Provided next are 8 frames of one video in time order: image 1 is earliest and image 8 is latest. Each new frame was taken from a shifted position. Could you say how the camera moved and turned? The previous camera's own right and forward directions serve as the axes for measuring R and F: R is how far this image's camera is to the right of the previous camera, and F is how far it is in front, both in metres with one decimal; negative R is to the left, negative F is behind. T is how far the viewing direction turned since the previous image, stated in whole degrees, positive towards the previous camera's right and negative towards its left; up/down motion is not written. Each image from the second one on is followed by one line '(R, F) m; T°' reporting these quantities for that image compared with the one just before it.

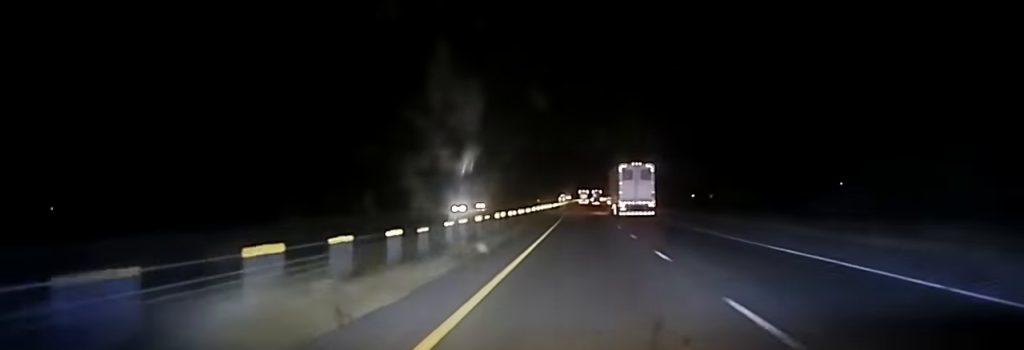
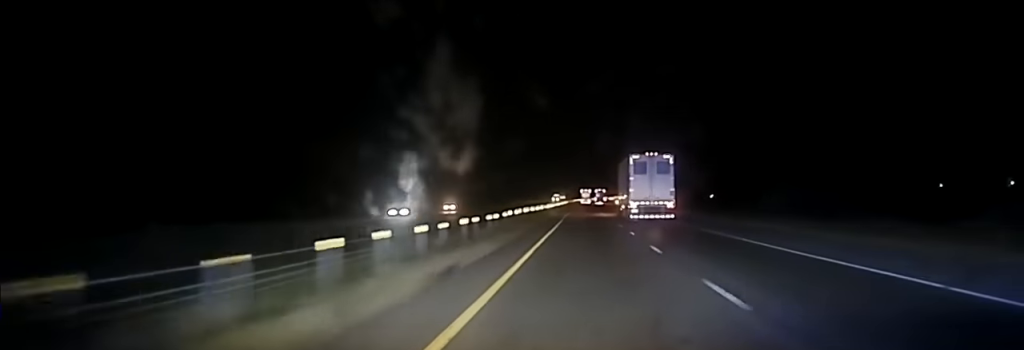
(0.0, +30.2) m; 0°
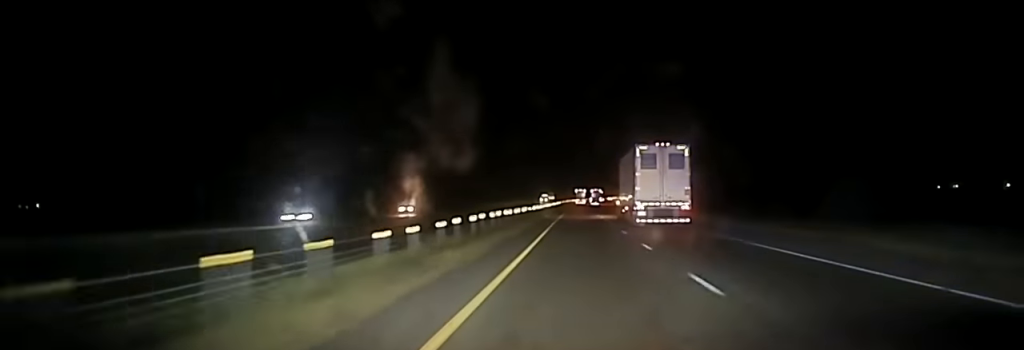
(0.0, +20.7) m; 0°
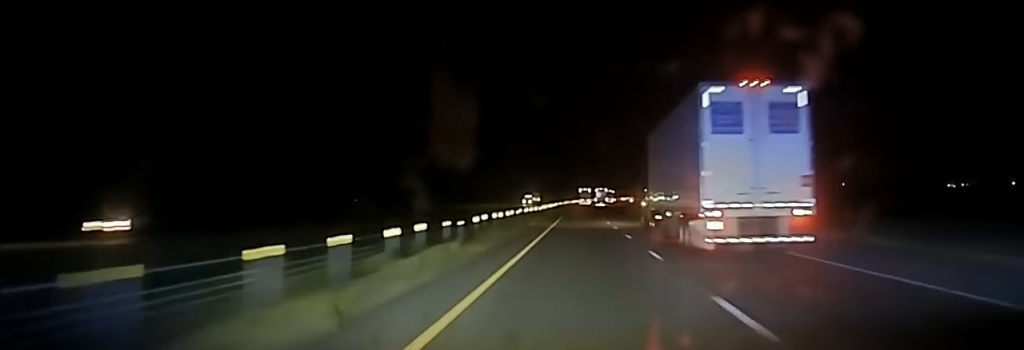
(+0.1, +51.3) m; 0°
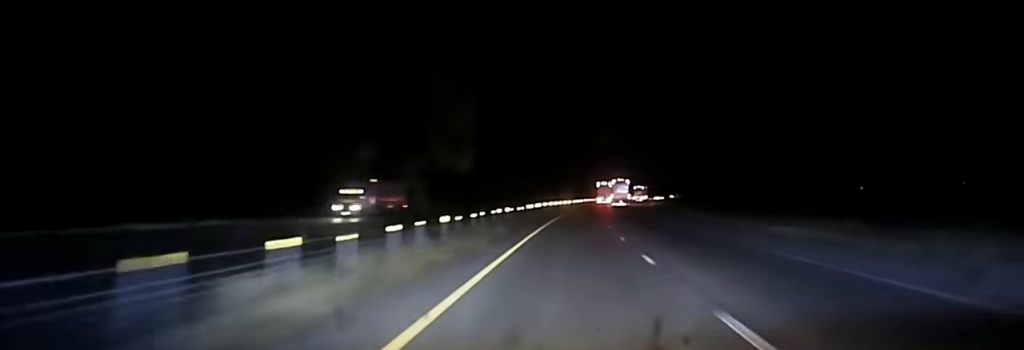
(+1.0, +143.5) m; +1°
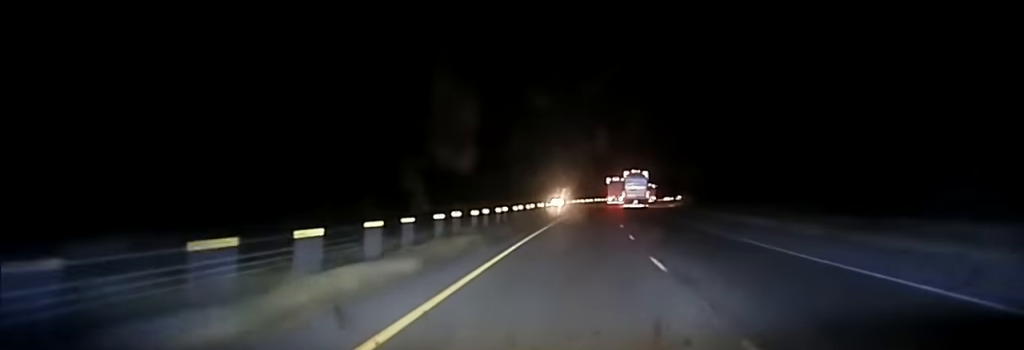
(+1.1, +83.5) m; +2°
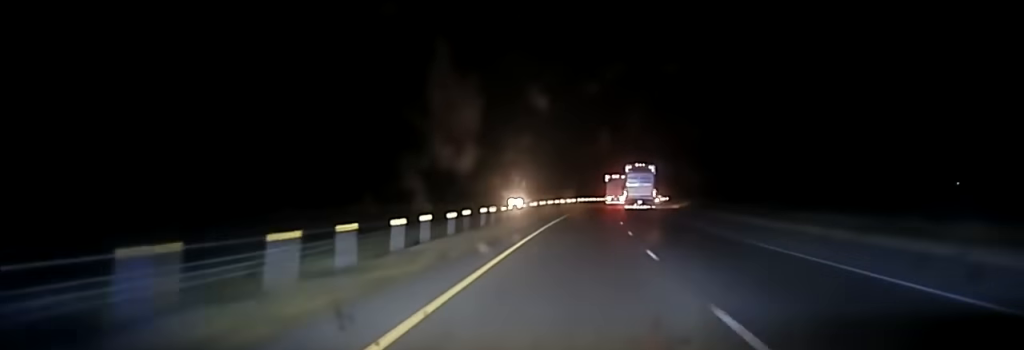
(+0.4, +34.4) m; +1°
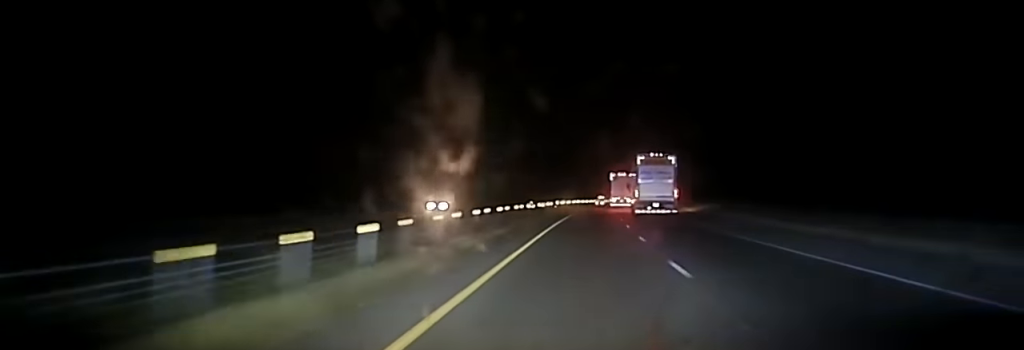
(+0.4, +37.2) m; +1°
